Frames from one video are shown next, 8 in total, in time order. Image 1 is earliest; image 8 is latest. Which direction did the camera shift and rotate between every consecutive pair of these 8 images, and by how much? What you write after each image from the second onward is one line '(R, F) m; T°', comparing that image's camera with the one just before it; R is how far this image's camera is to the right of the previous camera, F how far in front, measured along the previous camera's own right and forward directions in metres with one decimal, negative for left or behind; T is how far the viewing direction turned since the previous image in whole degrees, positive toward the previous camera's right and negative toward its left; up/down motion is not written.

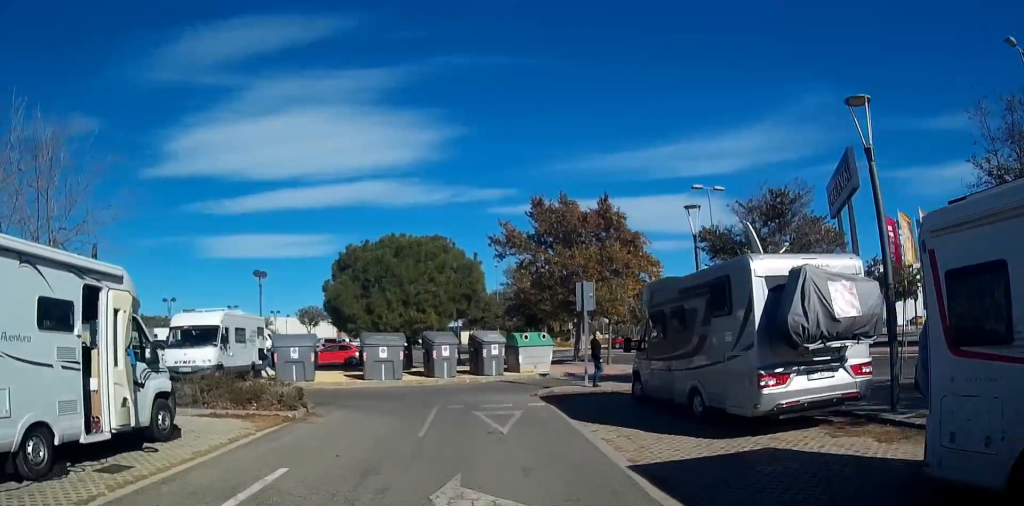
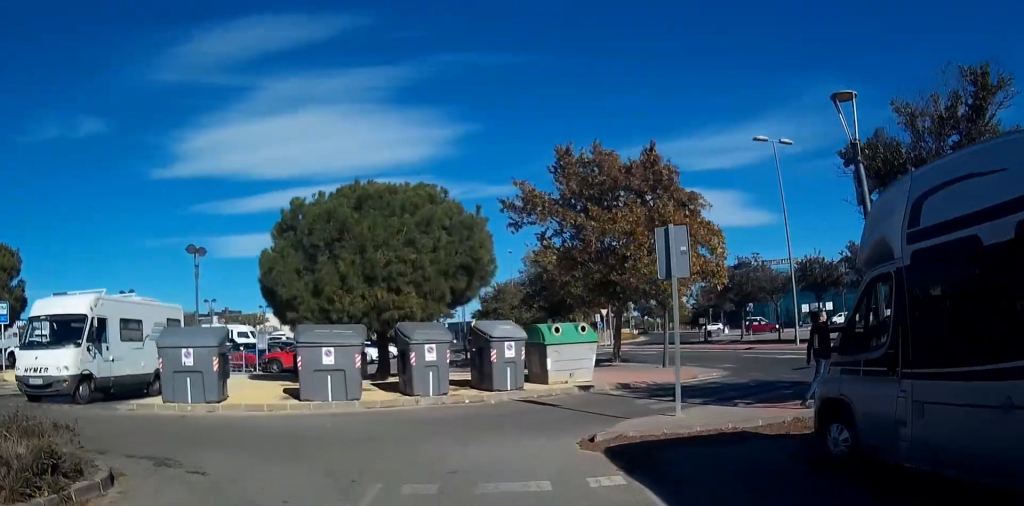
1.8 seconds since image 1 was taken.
(0.0, +8.5) m; -1°
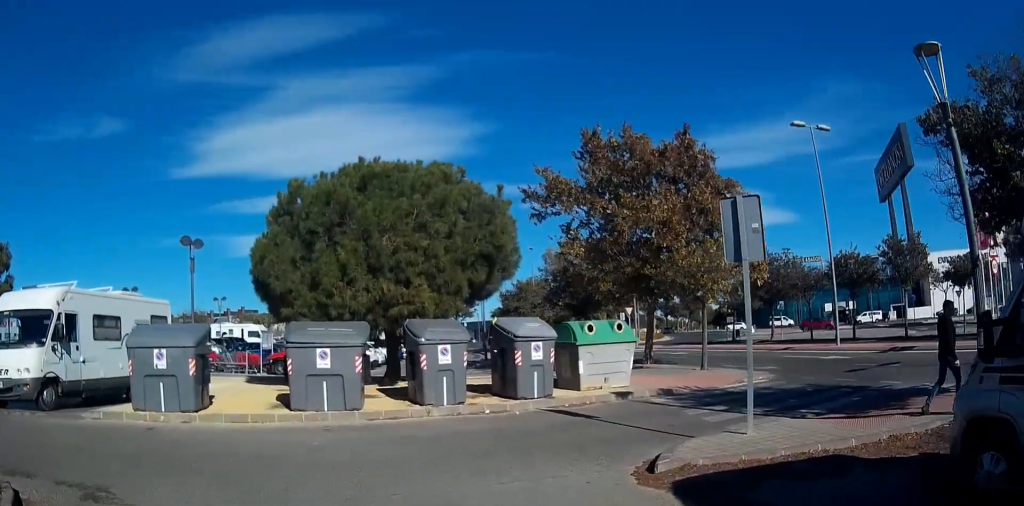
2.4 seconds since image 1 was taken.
(+0.1, +2.2) m; -3°
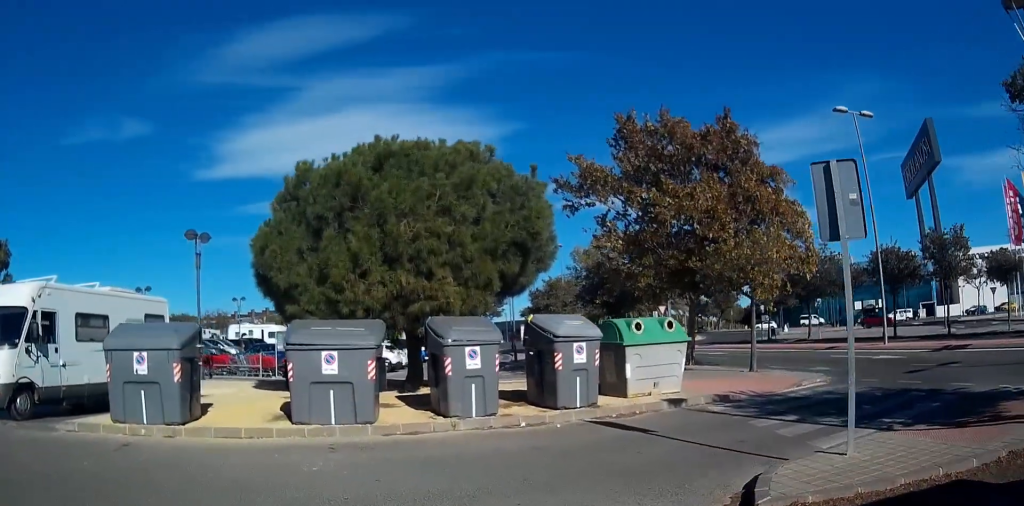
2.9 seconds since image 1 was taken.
(-0.2, +1.9) m; -7°
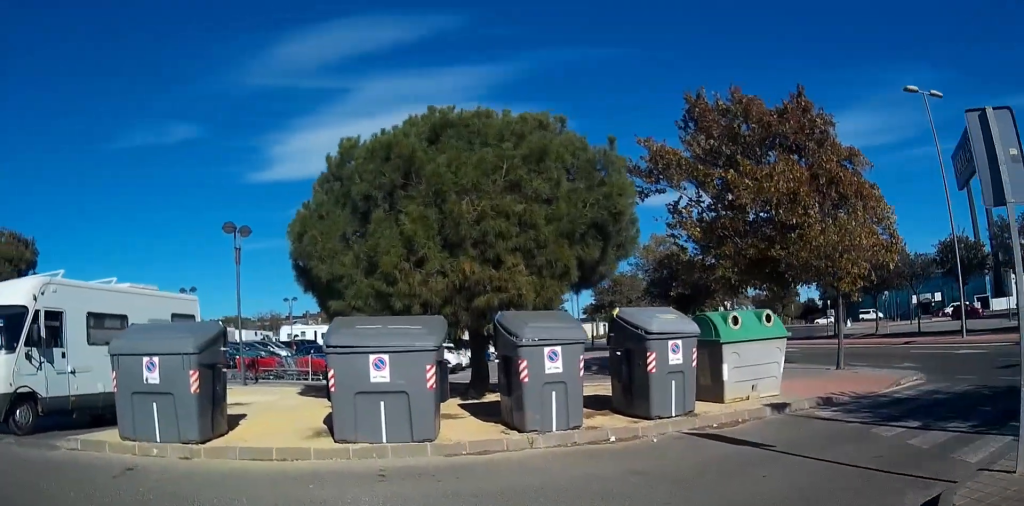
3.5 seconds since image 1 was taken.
(-0.1, +2.0) m; -10°
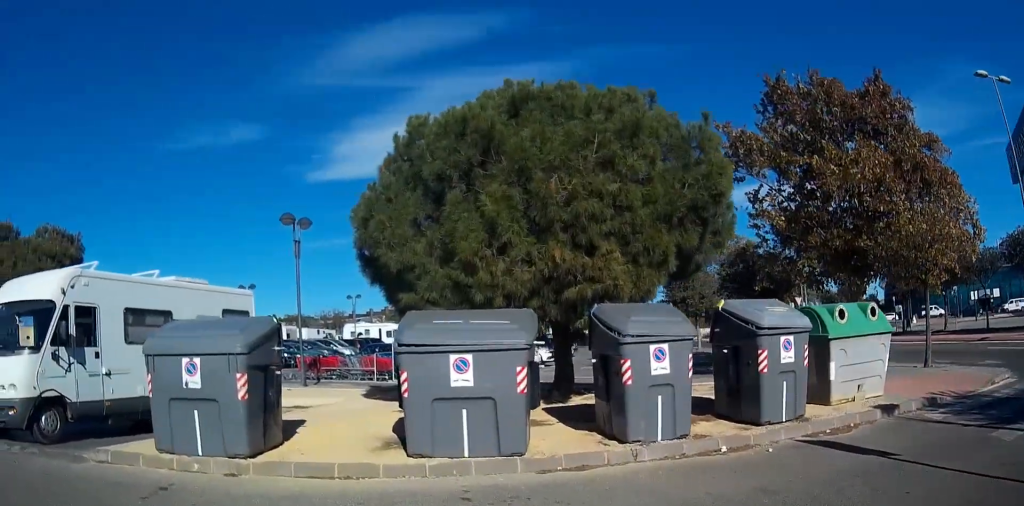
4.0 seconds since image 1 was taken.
(0.0, +1.4) m; -10°
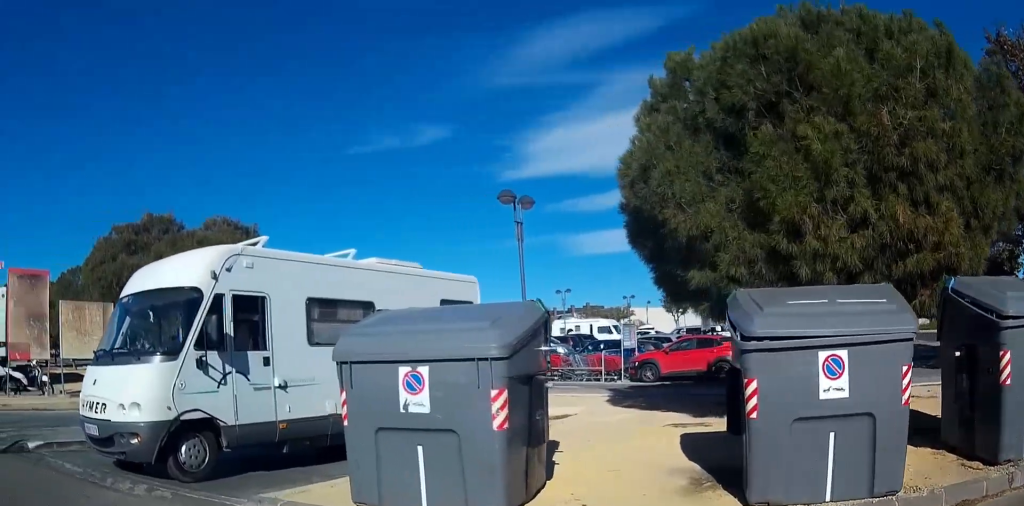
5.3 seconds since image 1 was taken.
(-0.8, +3.0) m; -27°
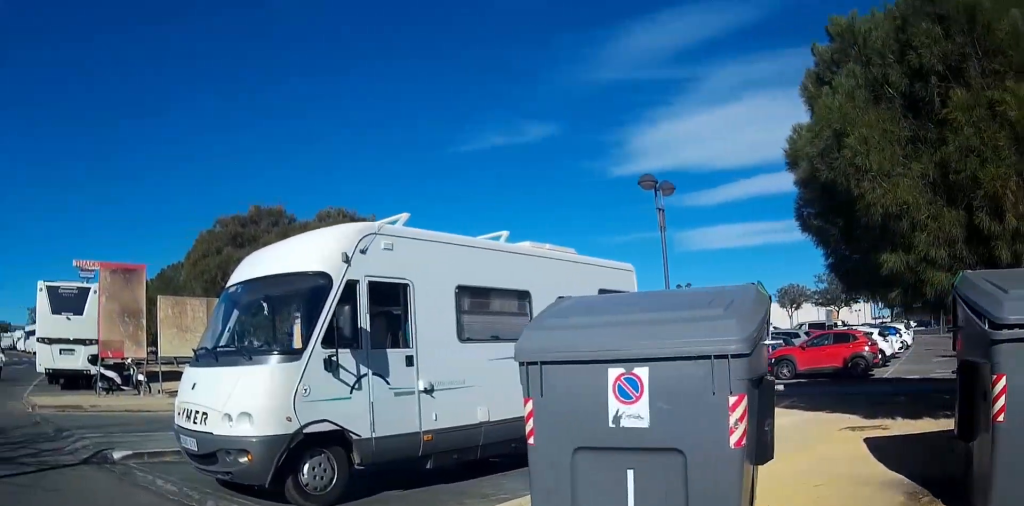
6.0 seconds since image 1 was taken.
(-0.1, +1.4) m; -12°
